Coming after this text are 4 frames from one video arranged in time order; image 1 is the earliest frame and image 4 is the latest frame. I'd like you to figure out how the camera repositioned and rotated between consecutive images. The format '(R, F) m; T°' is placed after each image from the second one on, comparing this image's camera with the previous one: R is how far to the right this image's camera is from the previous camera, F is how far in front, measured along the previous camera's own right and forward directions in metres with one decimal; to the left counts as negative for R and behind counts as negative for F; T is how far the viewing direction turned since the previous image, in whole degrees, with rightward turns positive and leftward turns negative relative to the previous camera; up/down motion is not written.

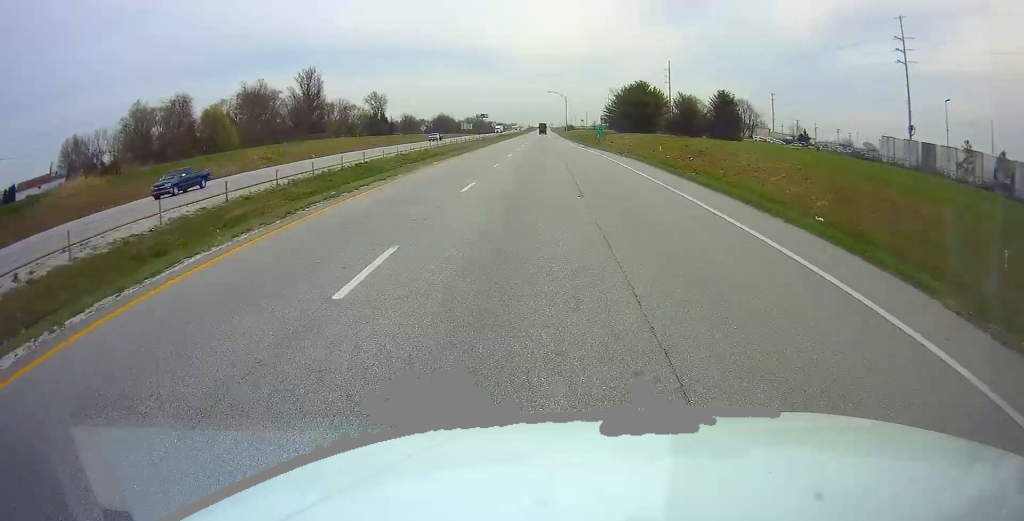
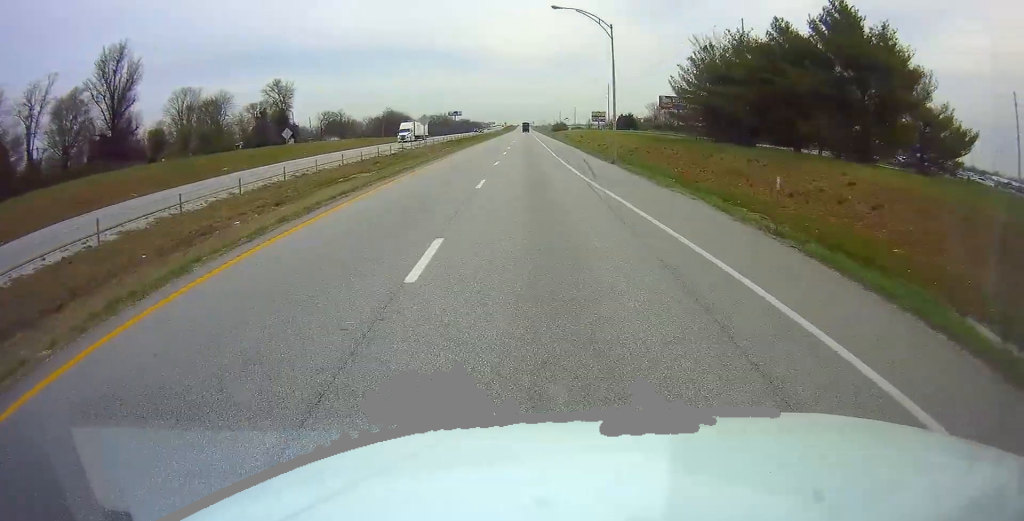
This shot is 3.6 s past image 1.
(+1.9, +89.3) m; +2°
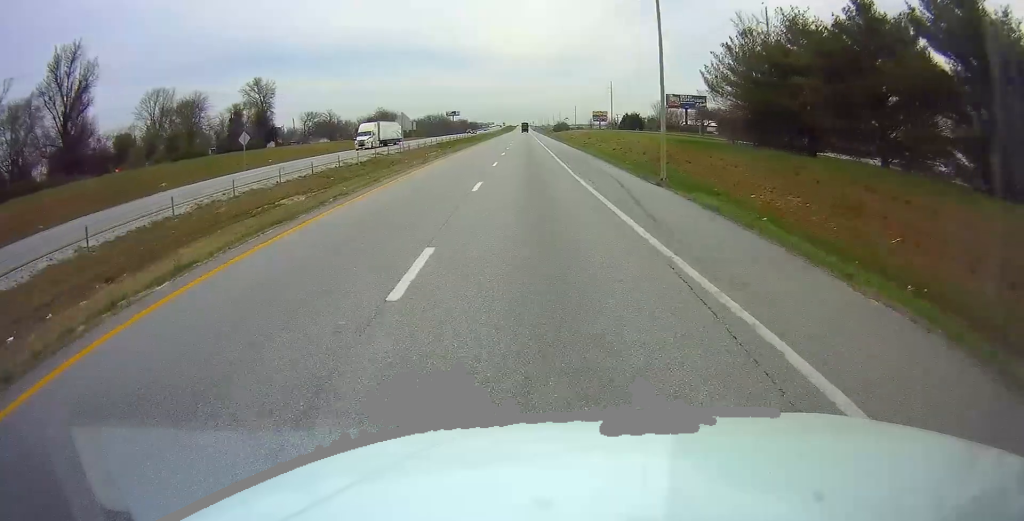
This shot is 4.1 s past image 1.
(0.0, +14.4) m; 0°
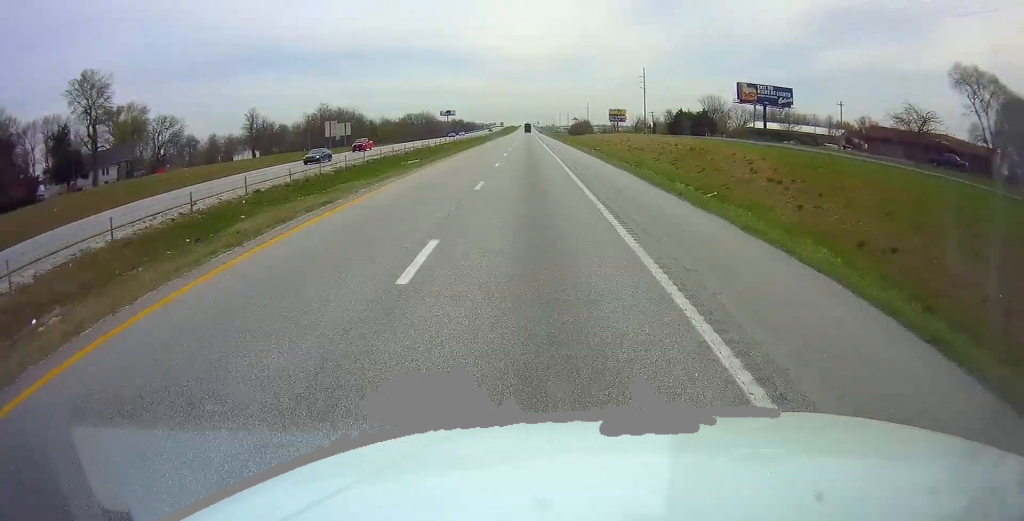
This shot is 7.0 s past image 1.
(-0.1, +71.9) m; 0°
